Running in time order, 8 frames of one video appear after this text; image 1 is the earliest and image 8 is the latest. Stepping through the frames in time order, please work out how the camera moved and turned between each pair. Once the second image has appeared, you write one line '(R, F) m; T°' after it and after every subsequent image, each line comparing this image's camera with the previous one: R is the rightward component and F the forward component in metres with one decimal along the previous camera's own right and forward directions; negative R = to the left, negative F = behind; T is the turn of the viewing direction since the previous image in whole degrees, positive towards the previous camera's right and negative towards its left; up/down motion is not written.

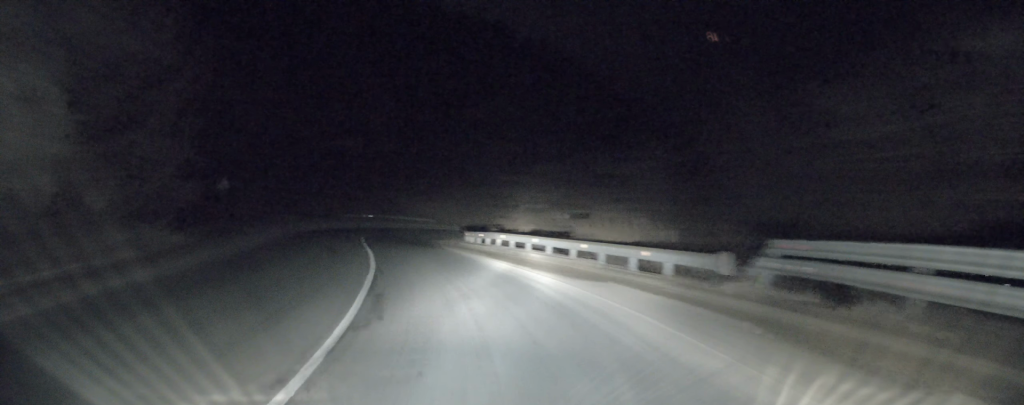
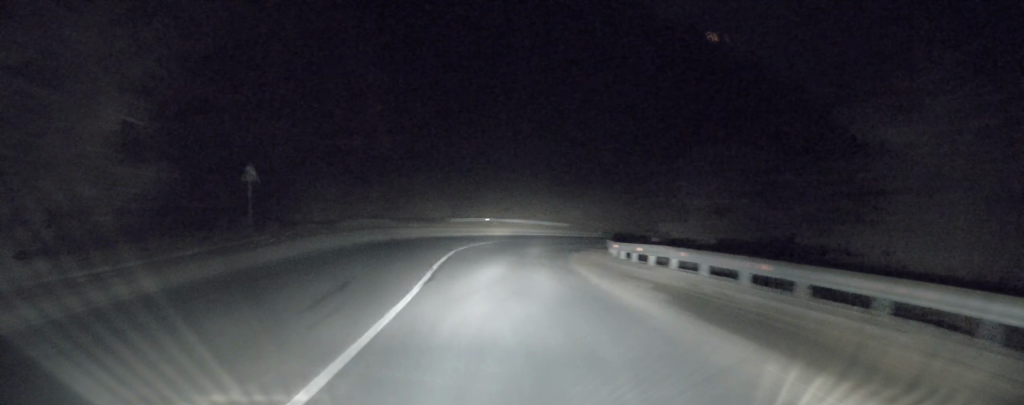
(-0.9, +11.6) m; -14°
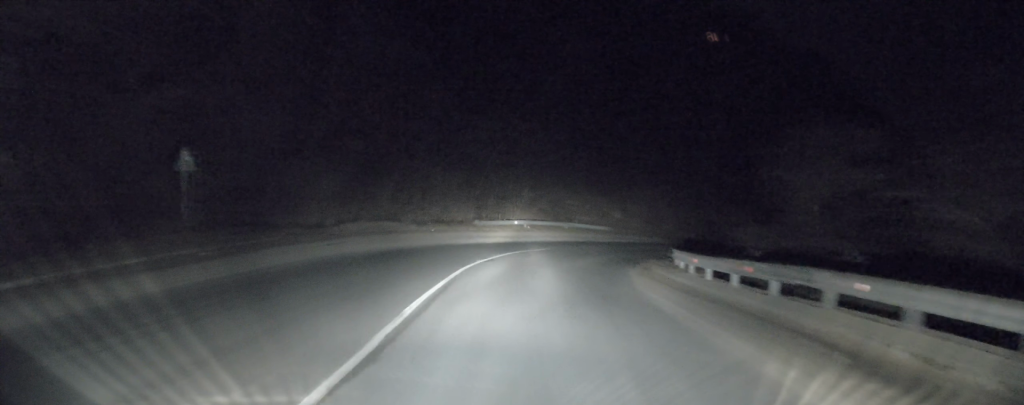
(-1.2, +7.0) m; -7°
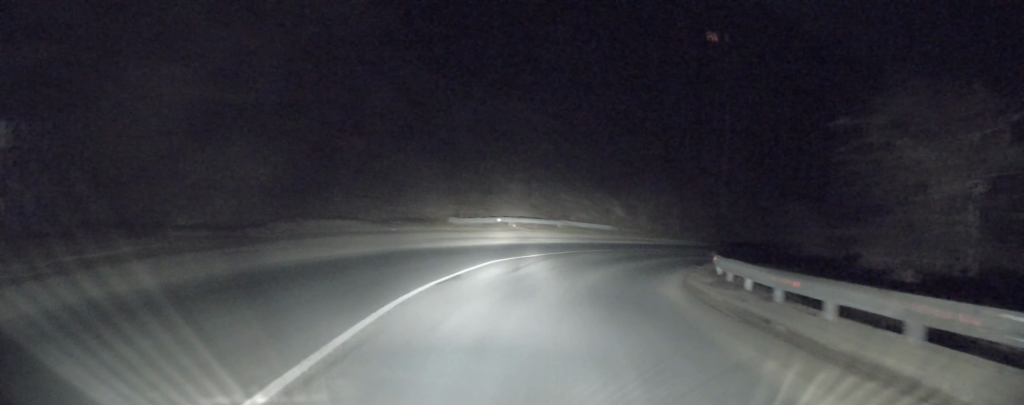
(-0.5, +6.9) m; -4°
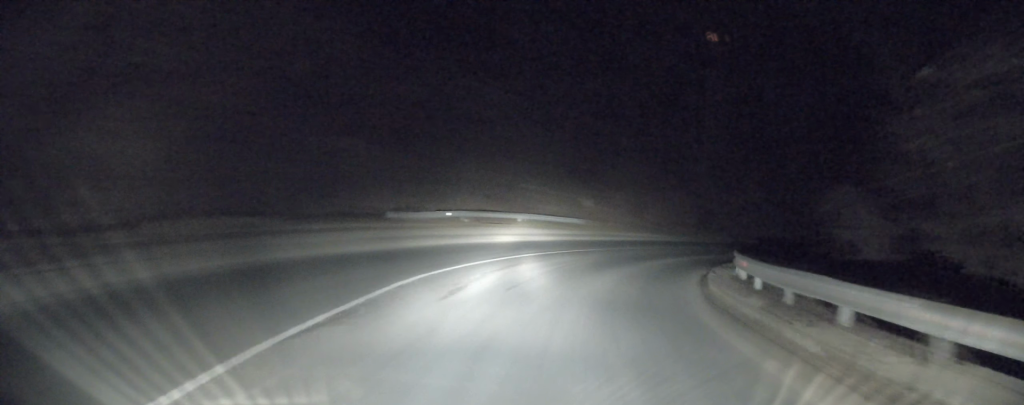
(-0.2, +5.4) m; 0°
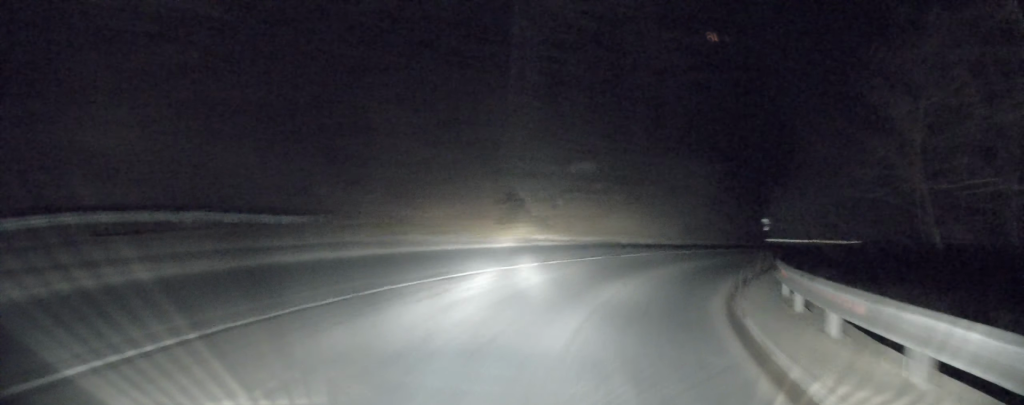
(0.0, +16.0) m; +14°
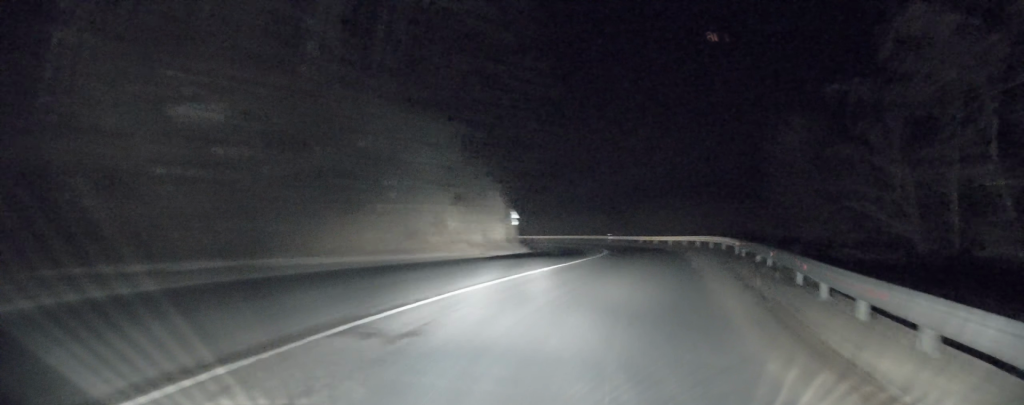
(+4.6, +15.1) m; +32°
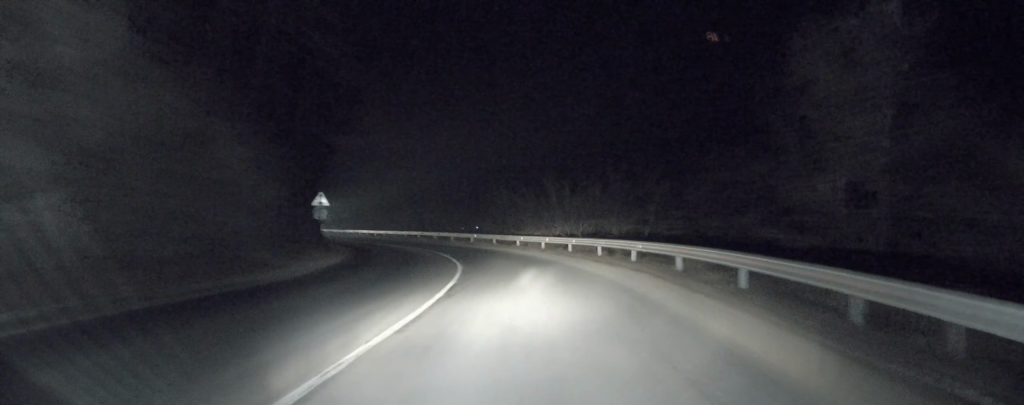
(+3.8, +16.1) m; +18°
